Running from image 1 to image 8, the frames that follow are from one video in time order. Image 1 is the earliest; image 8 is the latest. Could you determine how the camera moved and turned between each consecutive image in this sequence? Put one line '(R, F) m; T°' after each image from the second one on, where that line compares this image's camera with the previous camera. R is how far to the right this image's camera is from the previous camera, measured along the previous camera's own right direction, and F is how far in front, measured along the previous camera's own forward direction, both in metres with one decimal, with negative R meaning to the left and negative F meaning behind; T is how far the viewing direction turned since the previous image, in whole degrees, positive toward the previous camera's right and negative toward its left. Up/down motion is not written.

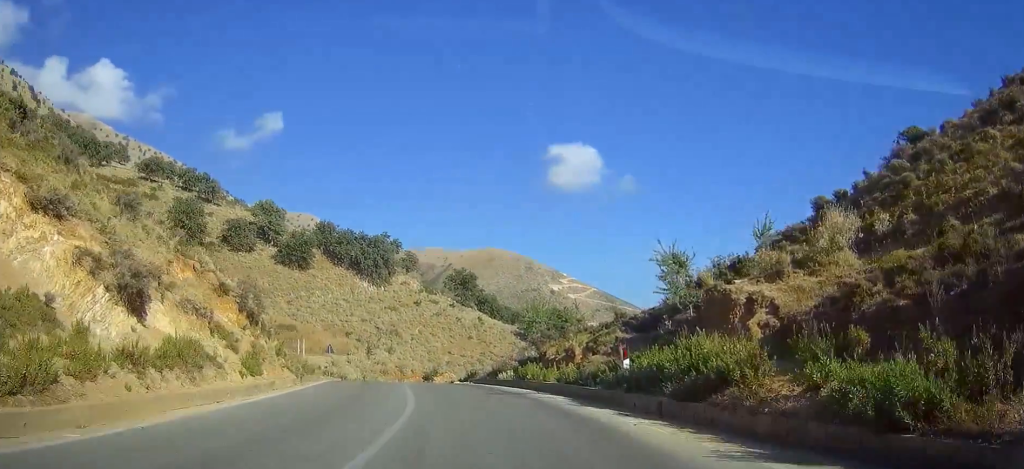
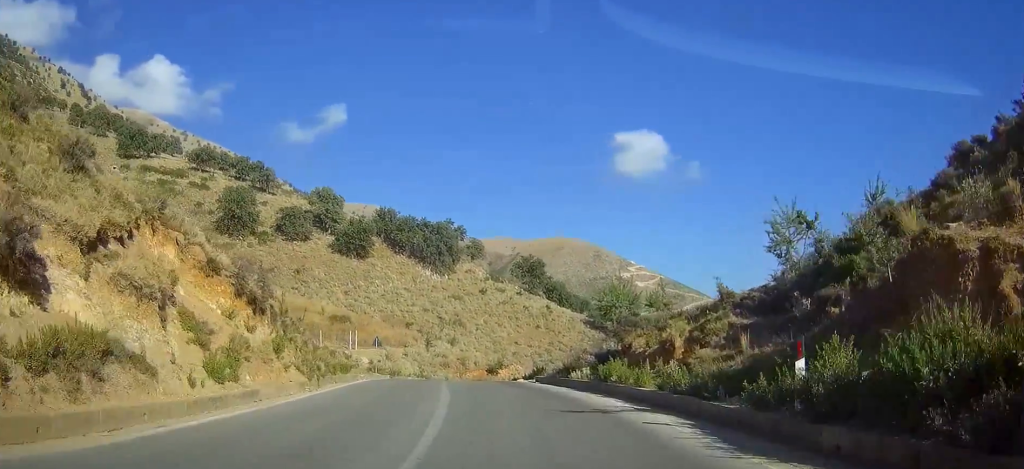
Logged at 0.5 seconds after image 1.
(-0.4, +6.6) m; -7°
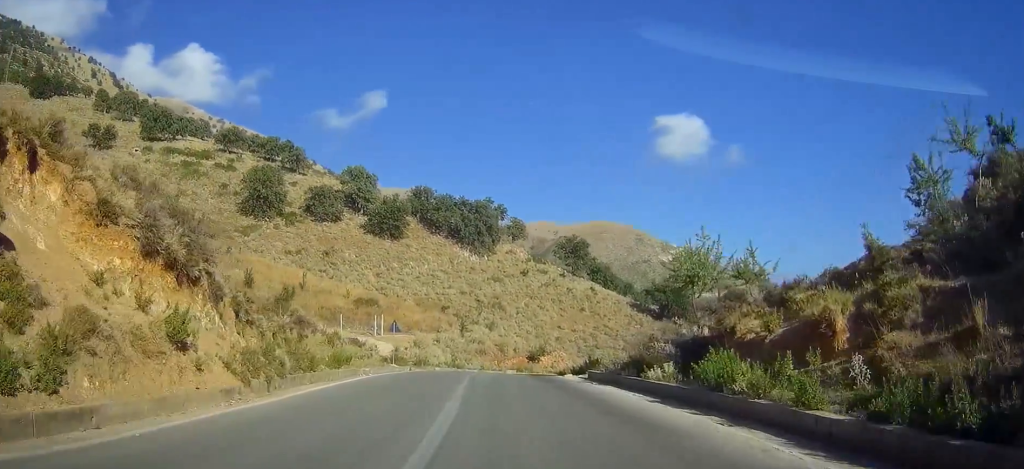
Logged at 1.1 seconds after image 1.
(-0.6, +7.9) m; -5°
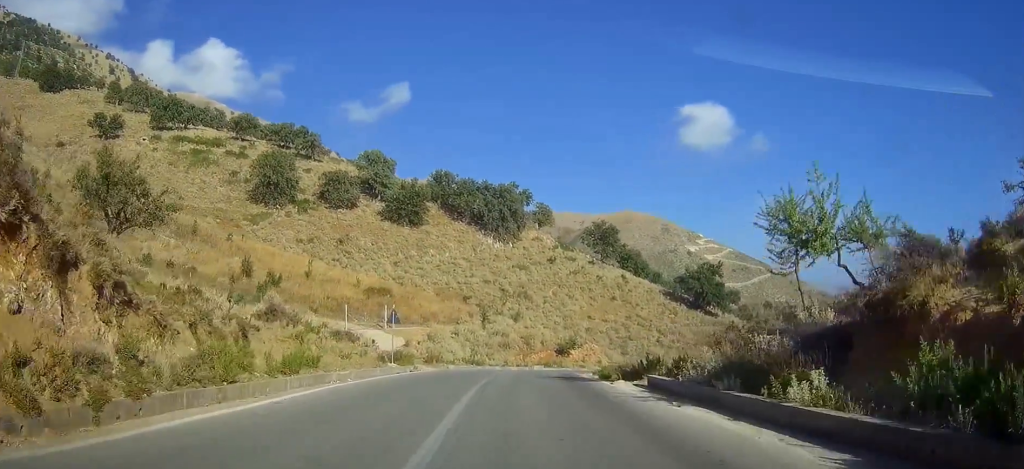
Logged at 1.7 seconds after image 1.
(-0.3, +7.7) m; -2°
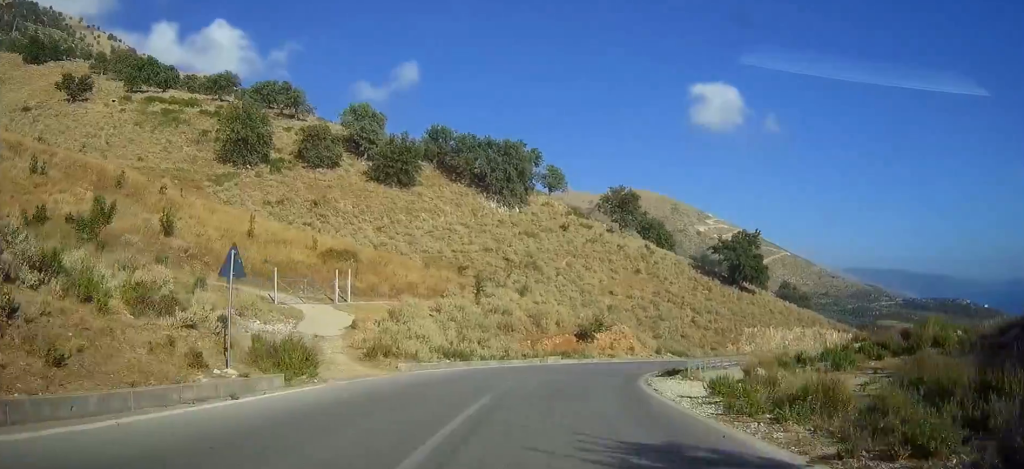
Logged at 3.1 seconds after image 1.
(-0.5, +19.4) m; -1°
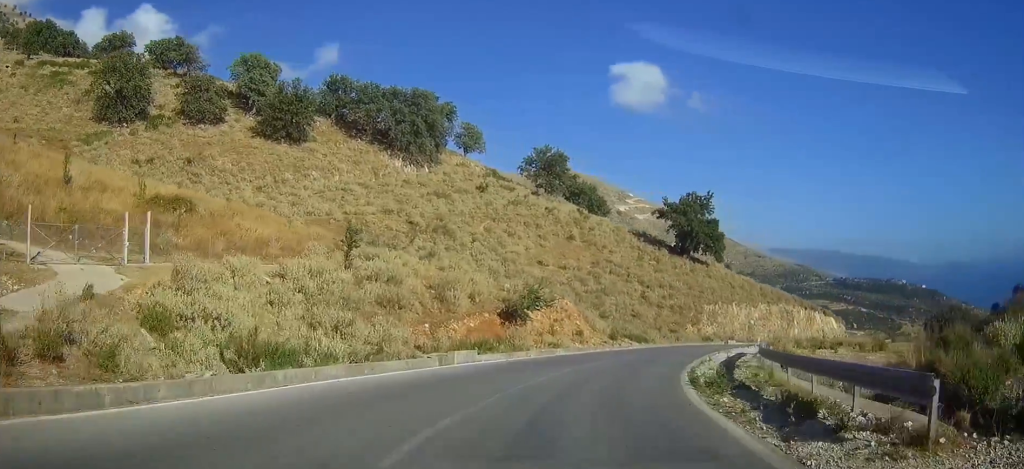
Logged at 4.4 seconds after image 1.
(+0.2, +18.1) m; +5°
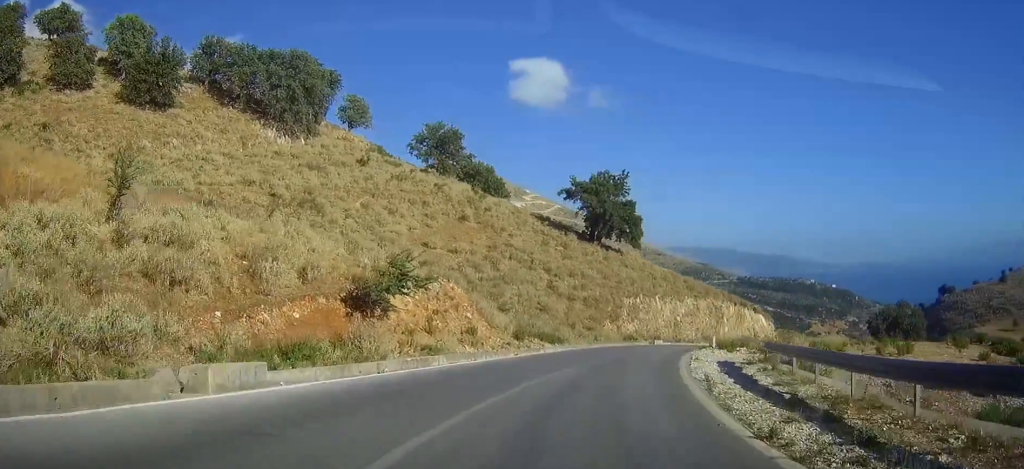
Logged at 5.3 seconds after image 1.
(+0.7, +13.5) m; +13°
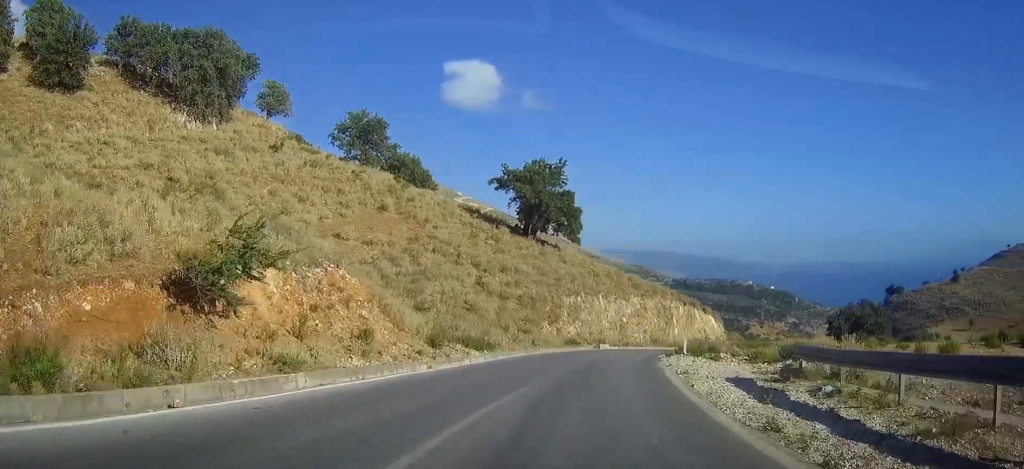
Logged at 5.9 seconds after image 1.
(+1.5, +8.1) m; +6°
